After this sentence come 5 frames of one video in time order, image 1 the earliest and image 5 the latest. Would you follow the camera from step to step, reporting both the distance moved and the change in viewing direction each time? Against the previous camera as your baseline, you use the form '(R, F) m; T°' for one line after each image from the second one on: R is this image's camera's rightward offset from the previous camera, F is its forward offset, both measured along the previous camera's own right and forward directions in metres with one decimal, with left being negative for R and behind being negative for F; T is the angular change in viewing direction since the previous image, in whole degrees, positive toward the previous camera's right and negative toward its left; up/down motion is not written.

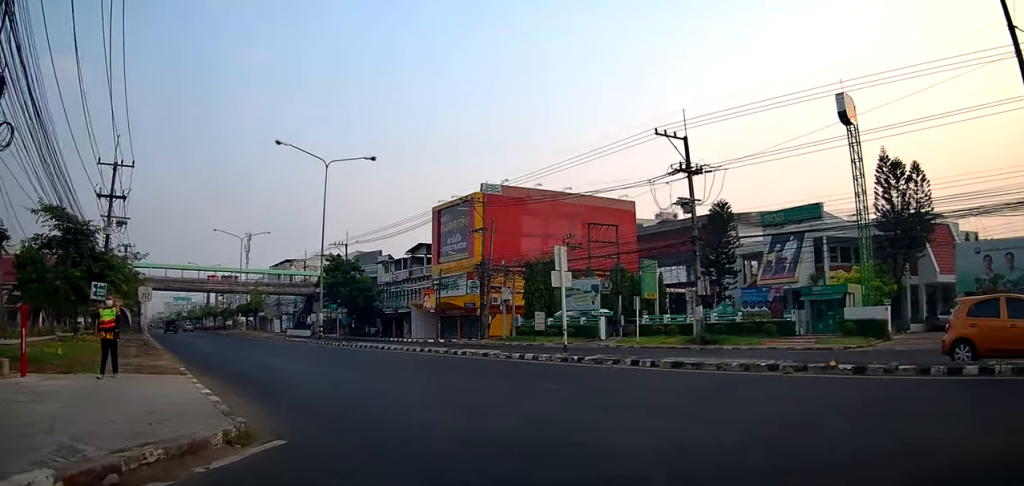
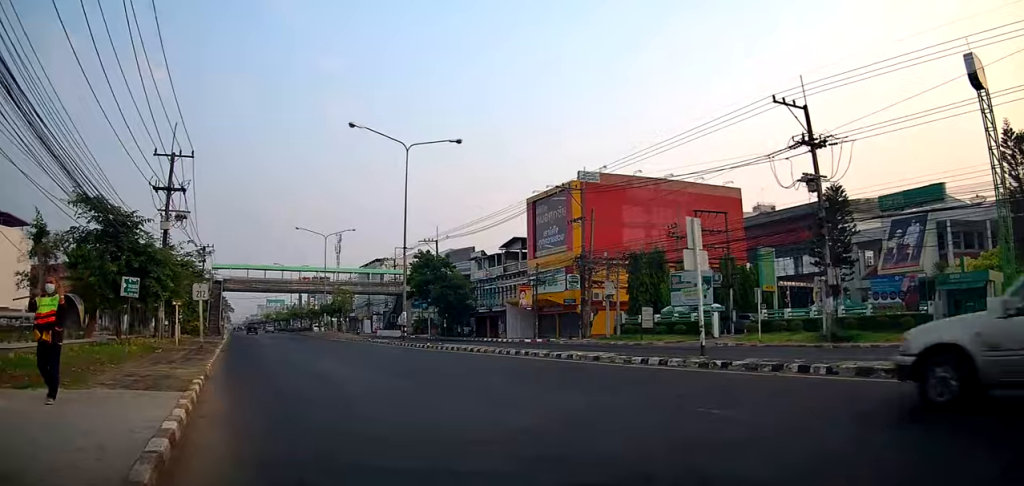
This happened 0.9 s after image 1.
(+0.6, +3.9) m; -2°
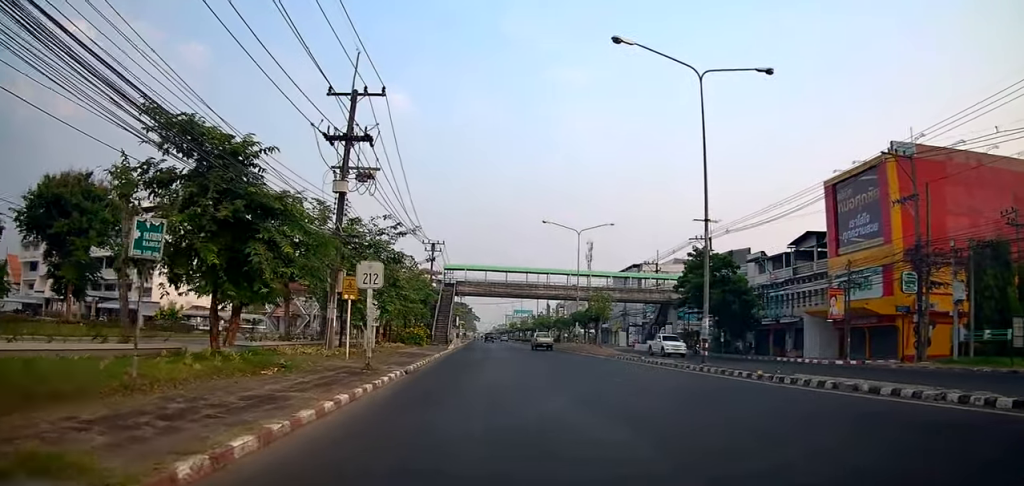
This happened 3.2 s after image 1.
(-3.6, +10.9) m; -20°
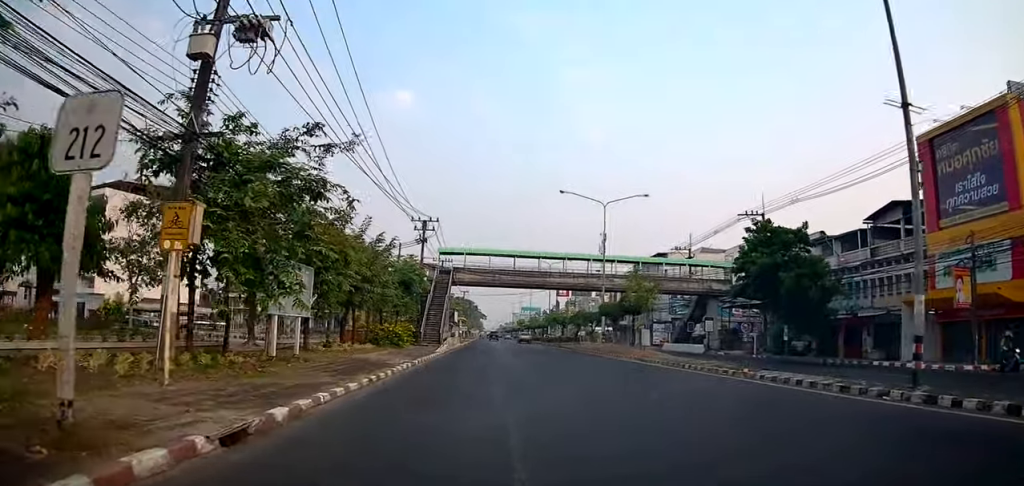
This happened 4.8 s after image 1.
(+0.2, +11.1) m; -8°
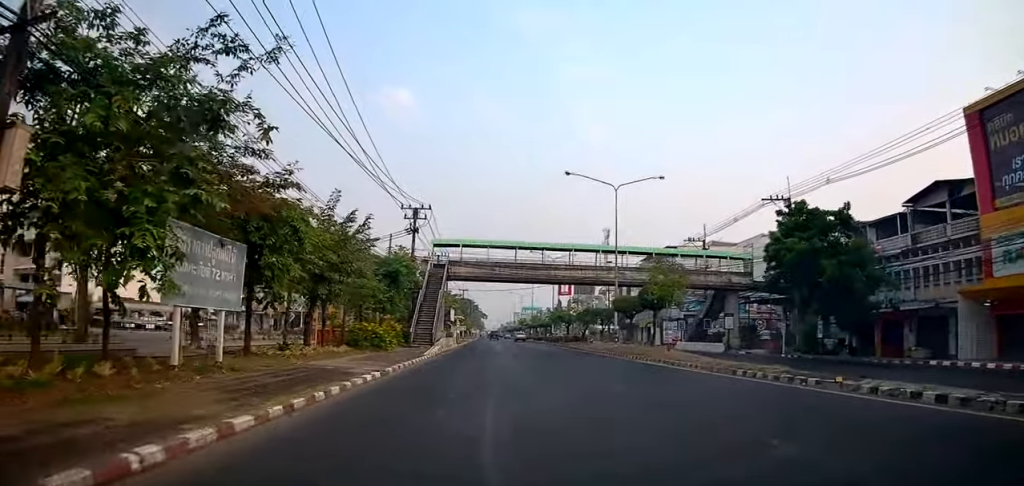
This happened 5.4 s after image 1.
(-0.3, +4.9) m; -2°
